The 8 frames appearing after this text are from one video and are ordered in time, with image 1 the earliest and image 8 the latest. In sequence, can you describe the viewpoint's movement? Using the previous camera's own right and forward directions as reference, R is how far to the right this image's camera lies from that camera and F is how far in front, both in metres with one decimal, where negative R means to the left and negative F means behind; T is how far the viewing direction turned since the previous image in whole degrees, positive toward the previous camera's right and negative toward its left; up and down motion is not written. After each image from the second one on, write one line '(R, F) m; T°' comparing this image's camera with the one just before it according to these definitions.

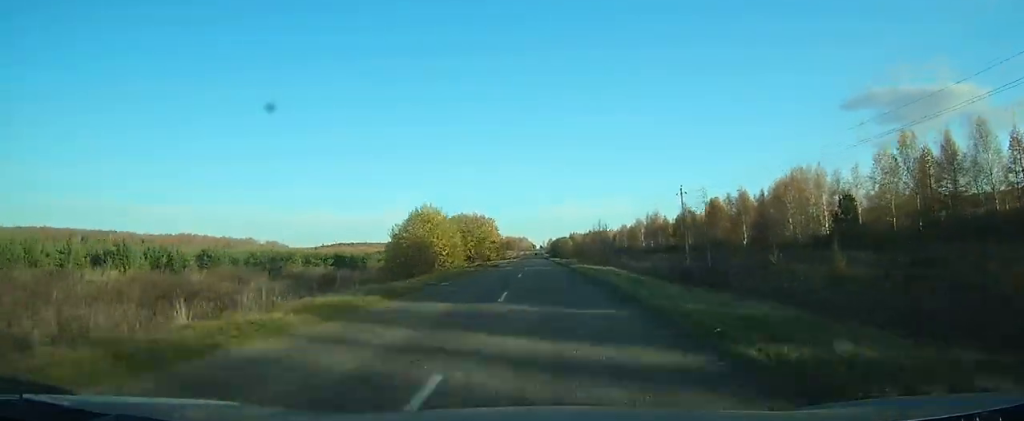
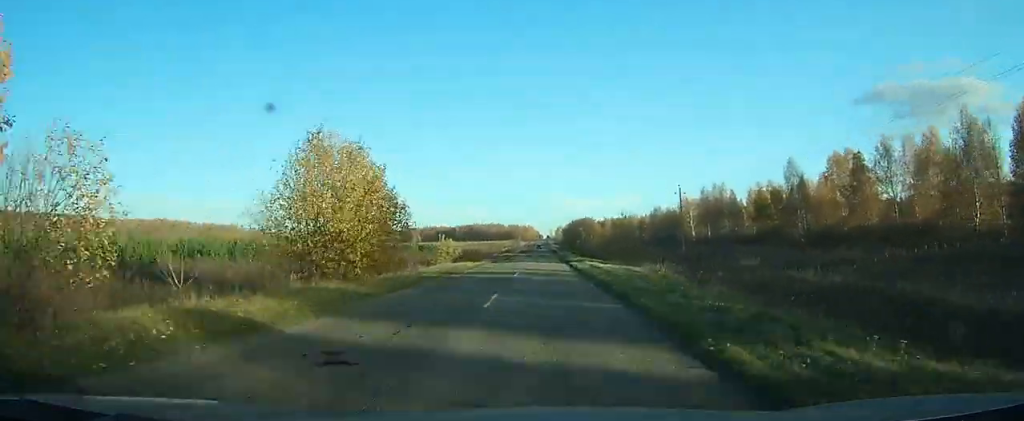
(-0.3, +73.0) m; 0°
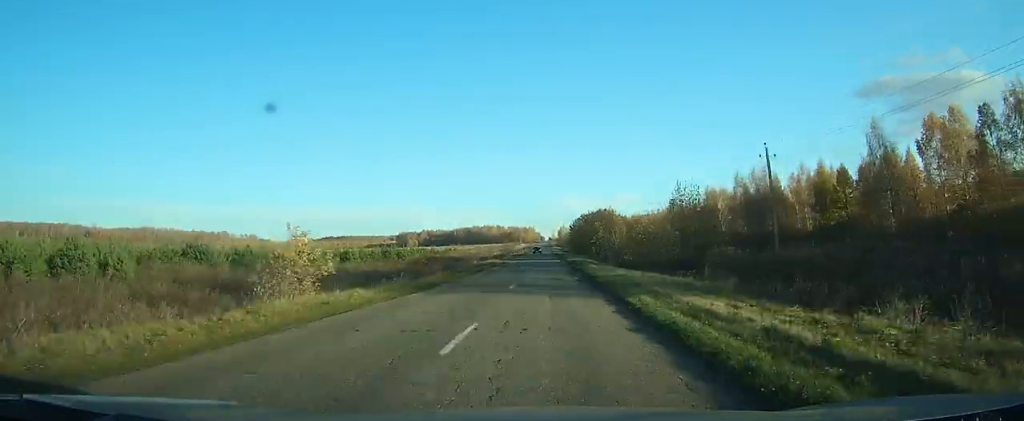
(+0.1, +28.0) m; 0°
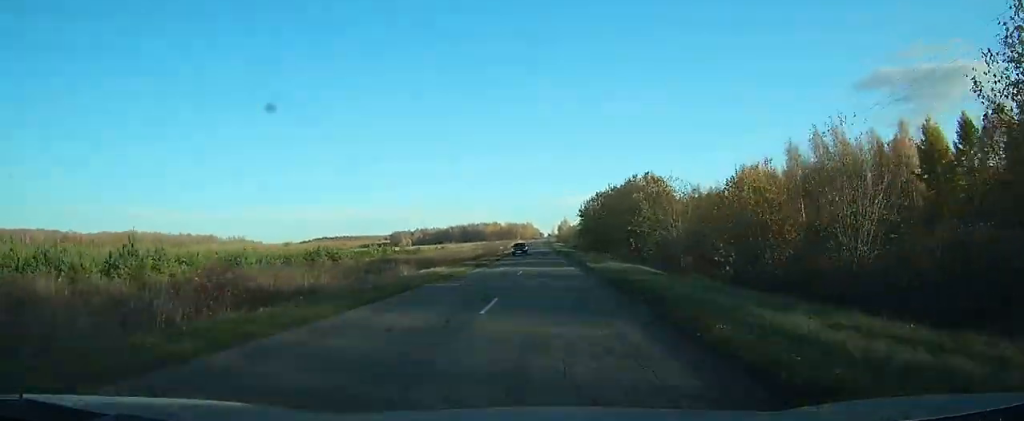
(-0.1, +30.4) m; 0°
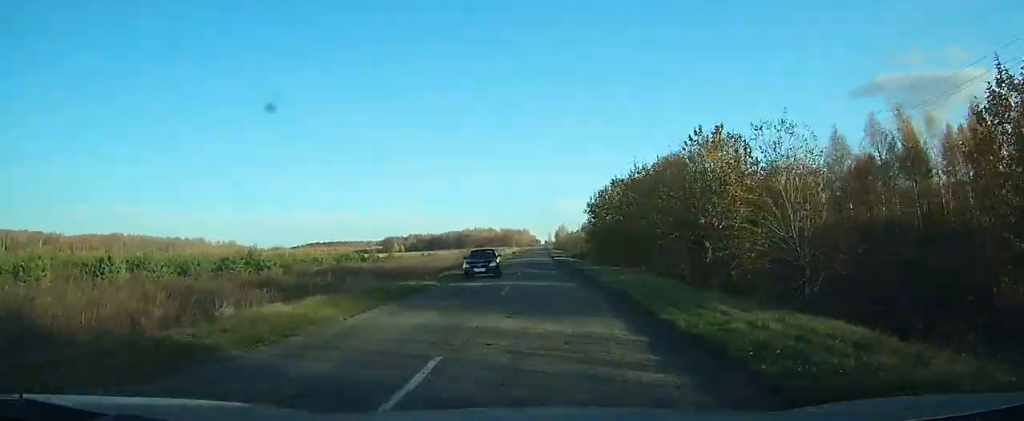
(0.0, +18.5) m; 0°
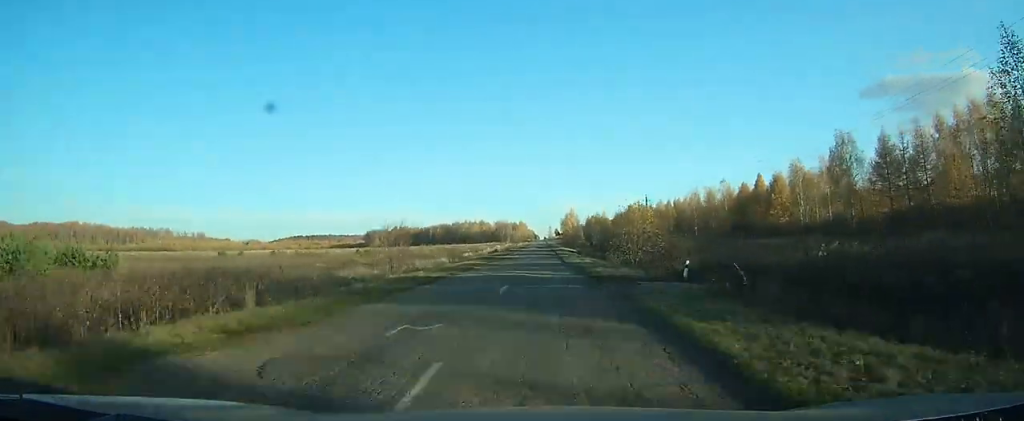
(-0.3, +77.1) m; -1°
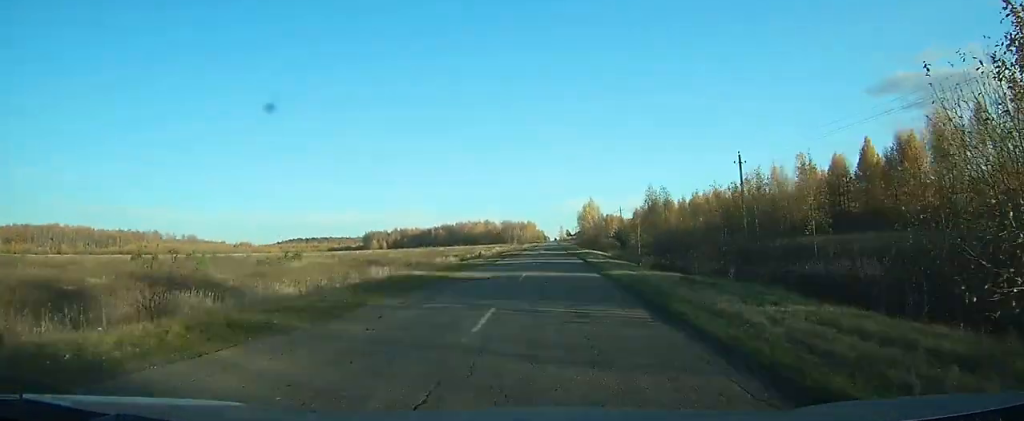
(-0.2, +43.0) m; 0°
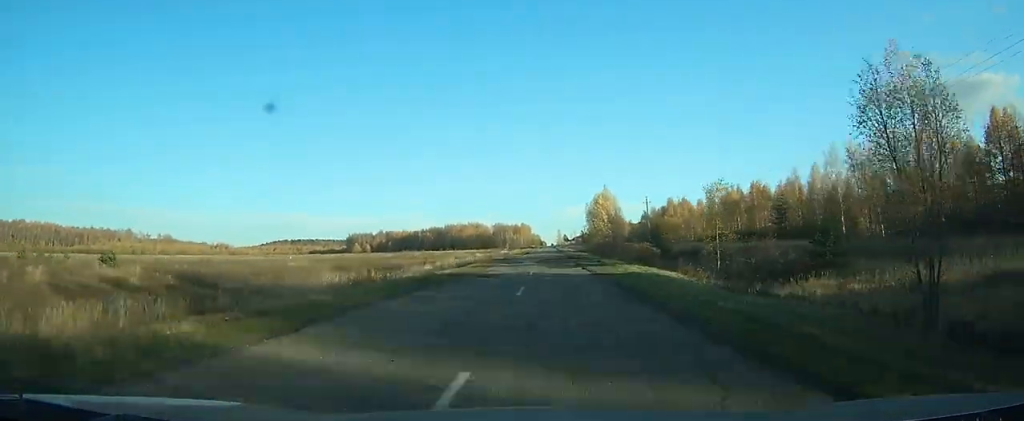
(+0.2, +38.4) m; +1°
